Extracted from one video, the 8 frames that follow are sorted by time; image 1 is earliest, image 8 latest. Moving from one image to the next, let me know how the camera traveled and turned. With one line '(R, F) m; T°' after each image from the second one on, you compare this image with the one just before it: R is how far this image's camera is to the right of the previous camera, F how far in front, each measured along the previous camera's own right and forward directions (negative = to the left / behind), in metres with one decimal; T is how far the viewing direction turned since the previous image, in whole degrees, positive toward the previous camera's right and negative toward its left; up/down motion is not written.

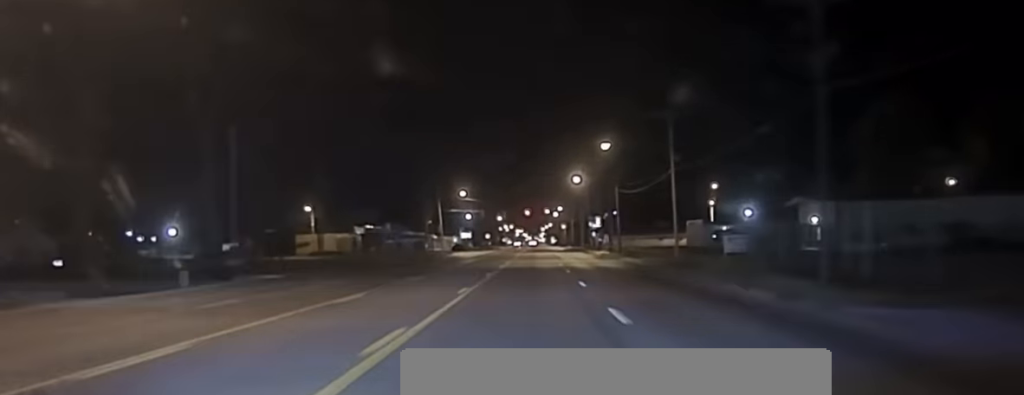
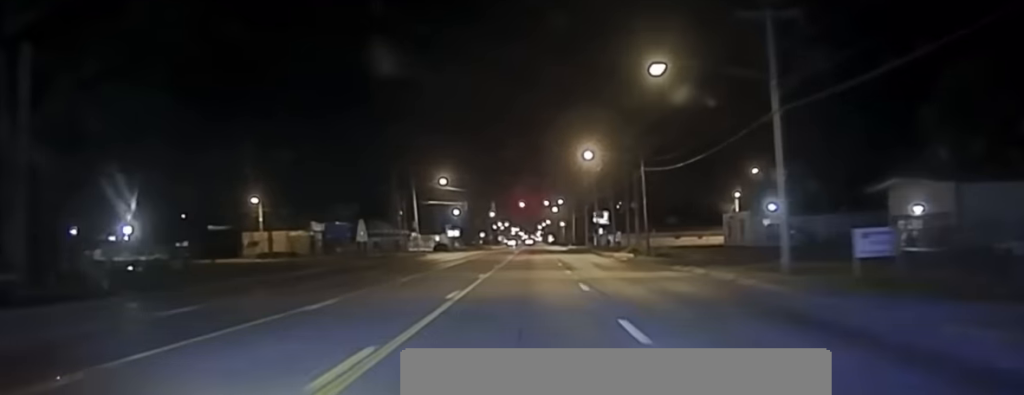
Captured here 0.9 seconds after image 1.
(+0.1, +27.4) m; +1°
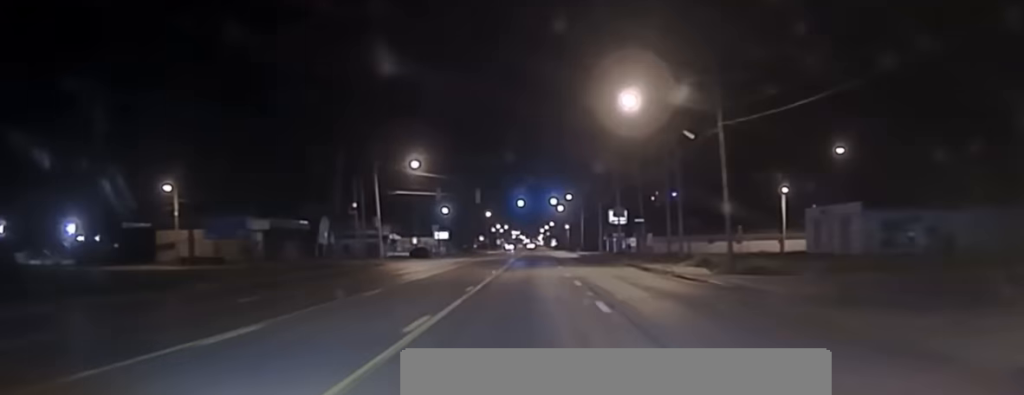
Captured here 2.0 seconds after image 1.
(+0.3, +29.8) m; 0°
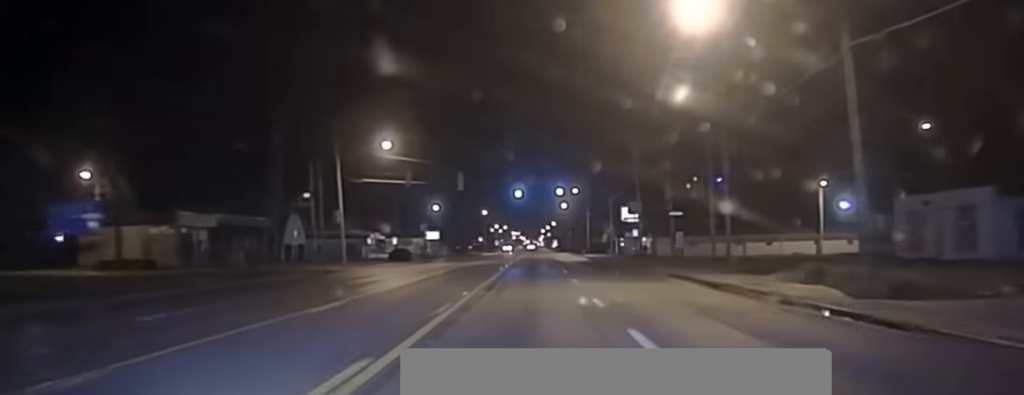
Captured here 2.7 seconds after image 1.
(0.0, +18.8) m; 0°
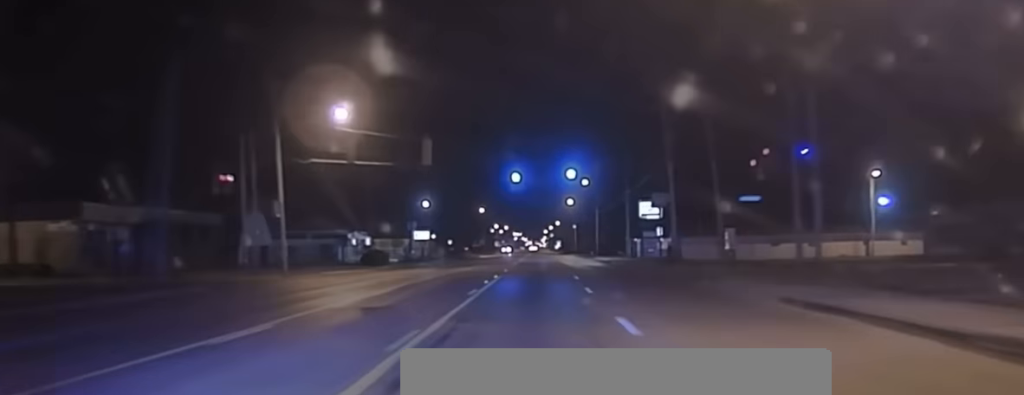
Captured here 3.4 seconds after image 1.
(-0.3, +17.3) m; 0°
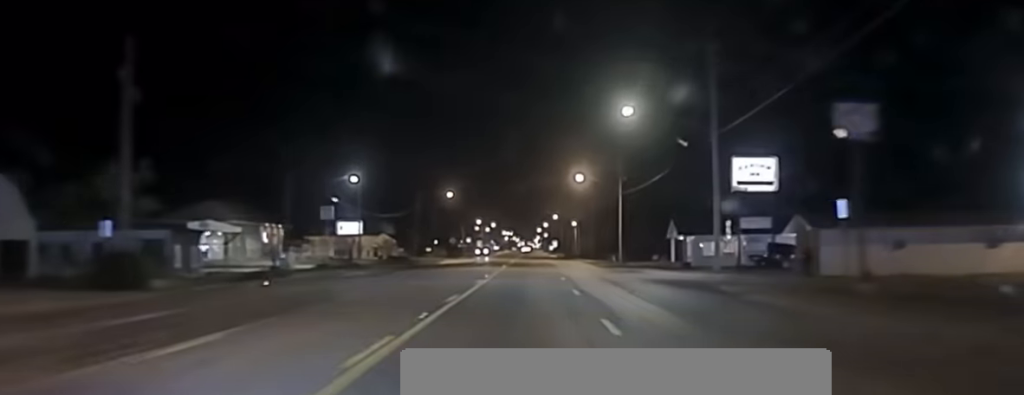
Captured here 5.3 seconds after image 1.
(+0.1, +52.7) m; 0°
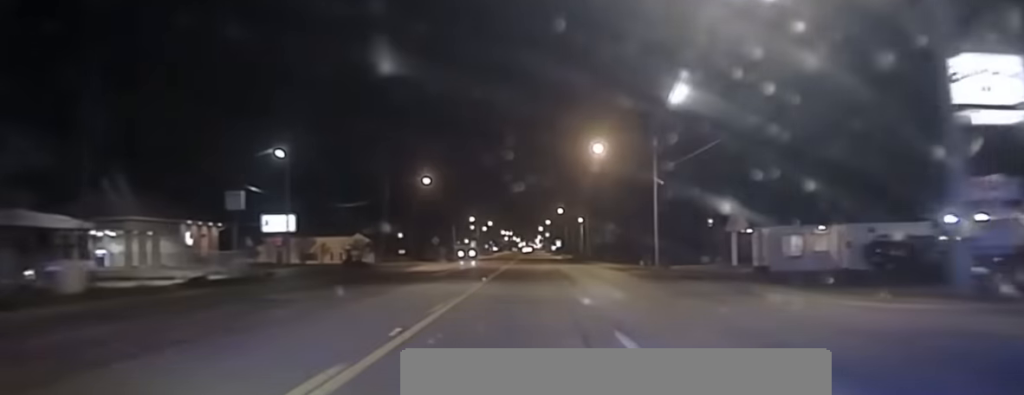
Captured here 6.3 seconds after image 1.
(+0.2, +27.5) m; +1°
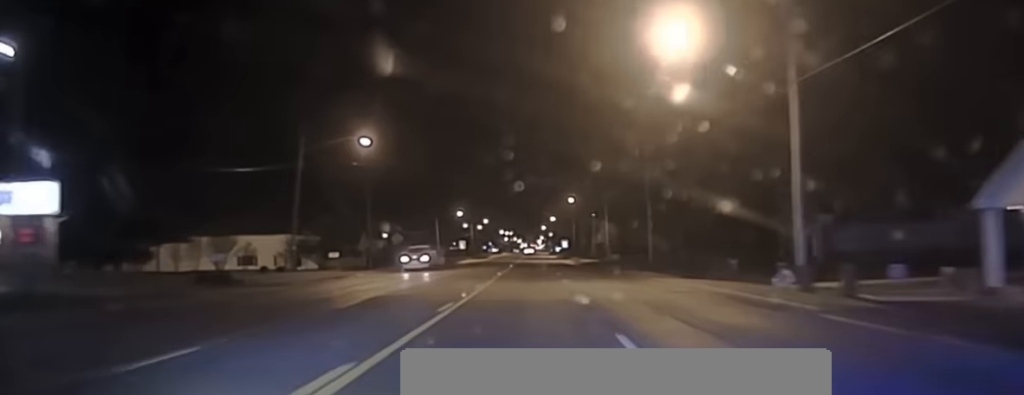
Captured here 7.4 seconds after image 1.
(+0.1, +37.3) m; 0°
